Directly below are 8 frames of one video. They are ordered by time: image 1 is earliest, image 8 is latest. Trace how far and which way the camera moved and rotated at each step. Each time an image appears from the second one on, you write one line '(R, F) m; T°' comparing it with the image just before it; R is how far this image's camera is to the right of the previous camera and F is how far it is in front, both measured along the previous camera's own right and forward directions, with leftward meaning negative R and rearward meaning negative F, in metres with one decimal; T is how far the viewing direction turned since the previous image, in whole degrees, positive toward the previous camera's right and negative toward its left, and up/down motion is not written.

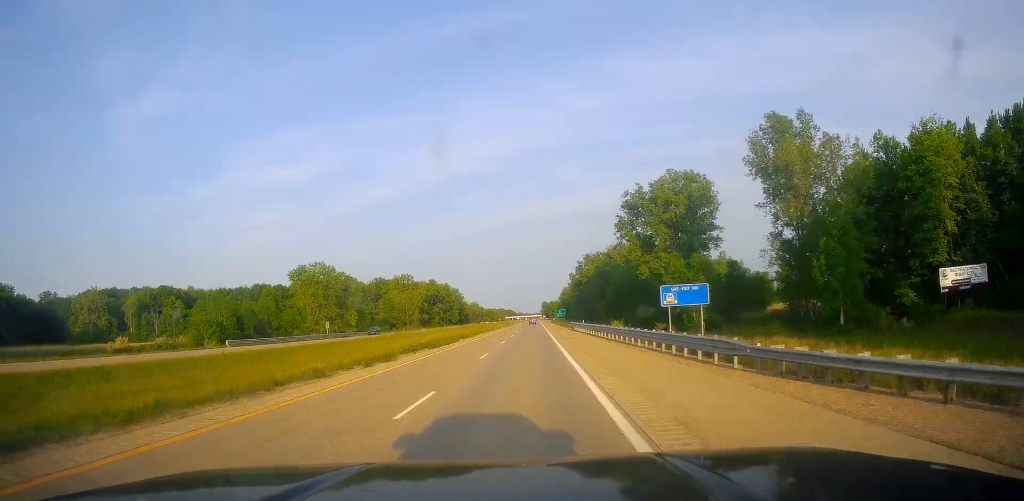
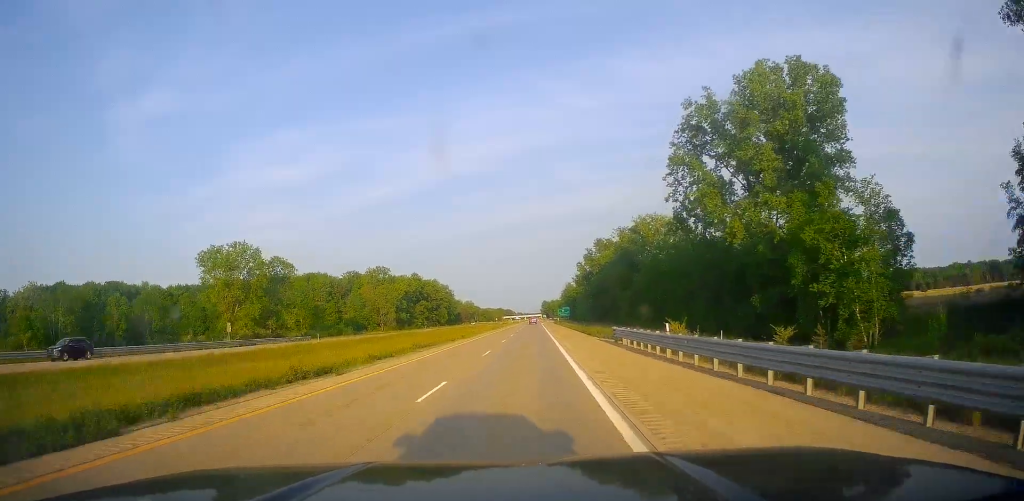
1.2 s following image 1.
(-0.2, +43.2) m; 0°
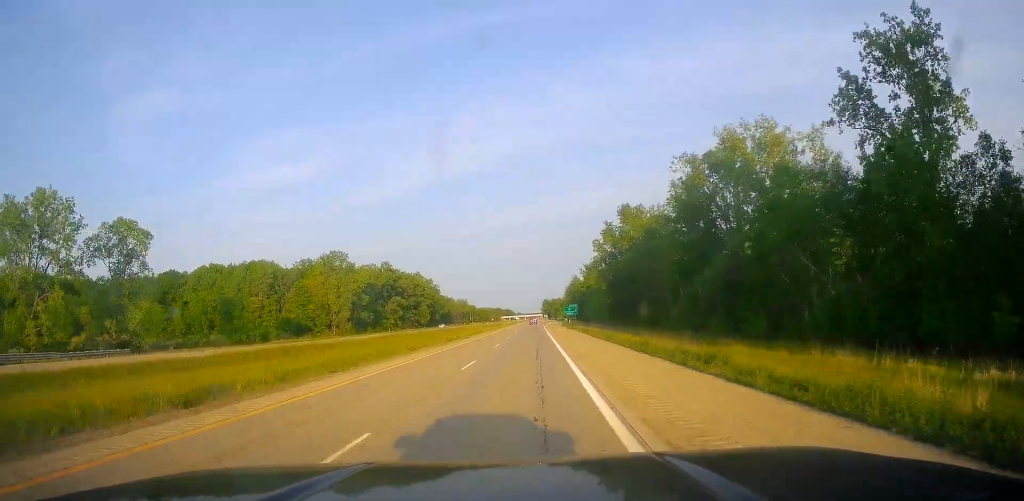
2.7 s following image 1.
(+0.3, +52.7) m; +1°
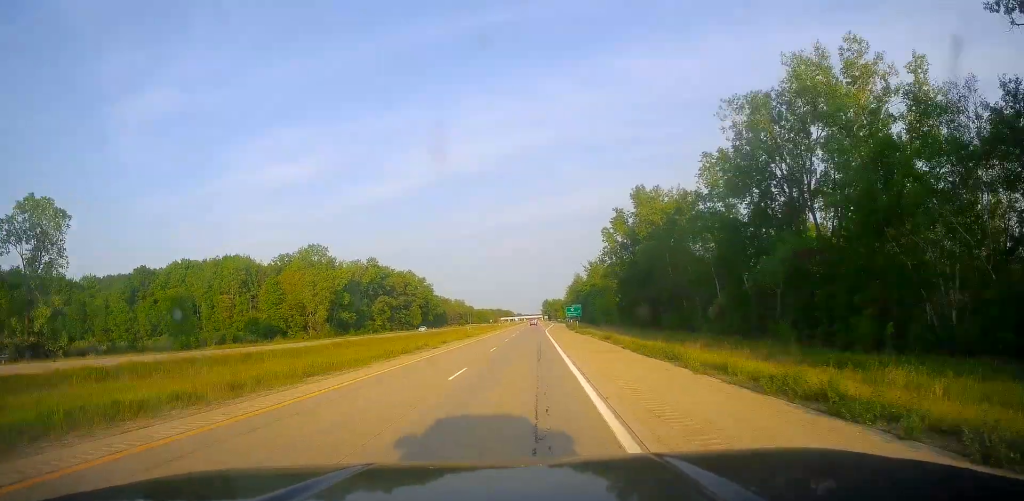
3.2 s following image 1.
(+0.1, +17.9) m; 0°
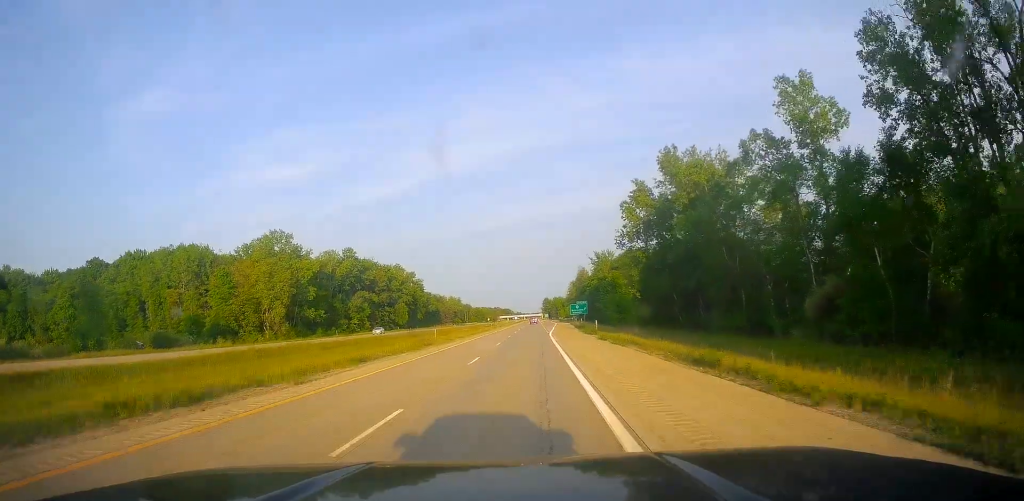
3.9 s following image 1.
(0.0, +25.2) m; 0°
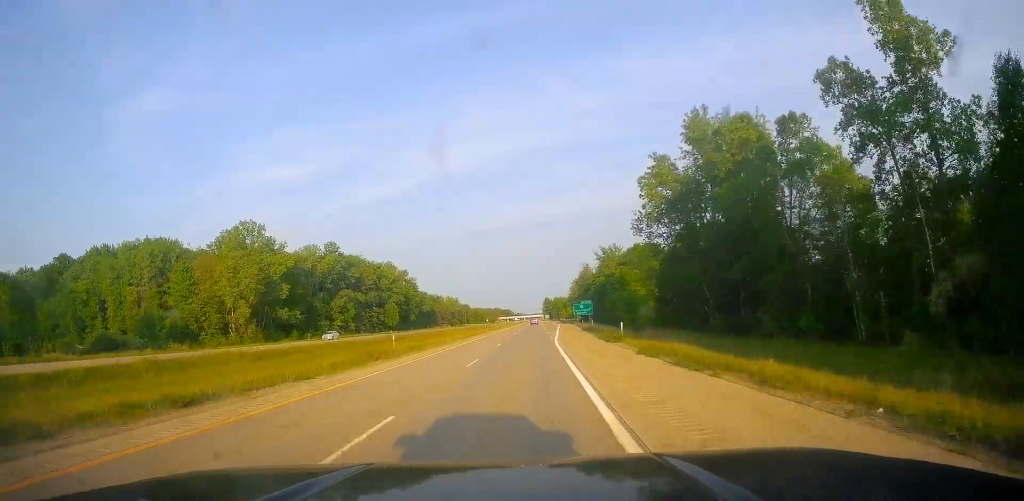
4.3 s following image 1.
(-0.2, +15.6) m; 0°
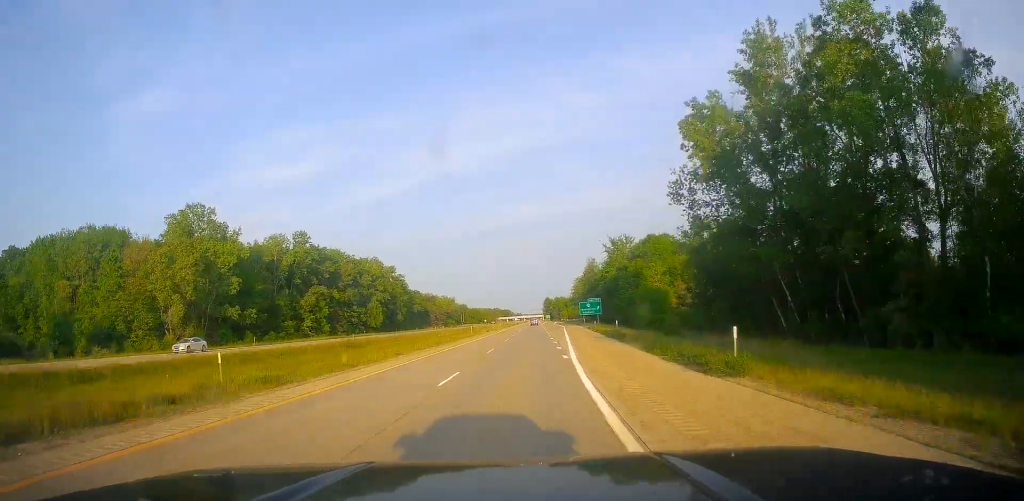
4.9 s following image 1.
(+0.1, +21.7) m; 0°
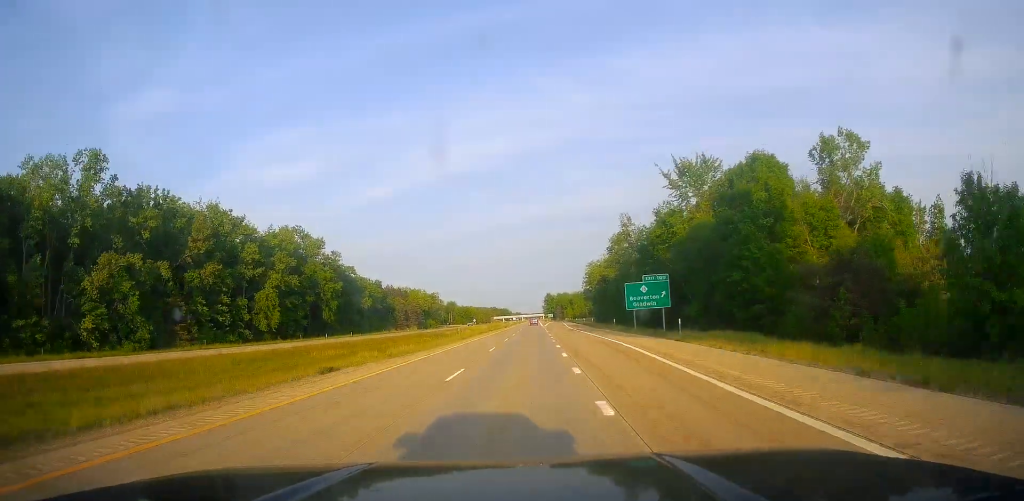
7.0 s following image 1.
(-0.1, +74.5) m; 0°
